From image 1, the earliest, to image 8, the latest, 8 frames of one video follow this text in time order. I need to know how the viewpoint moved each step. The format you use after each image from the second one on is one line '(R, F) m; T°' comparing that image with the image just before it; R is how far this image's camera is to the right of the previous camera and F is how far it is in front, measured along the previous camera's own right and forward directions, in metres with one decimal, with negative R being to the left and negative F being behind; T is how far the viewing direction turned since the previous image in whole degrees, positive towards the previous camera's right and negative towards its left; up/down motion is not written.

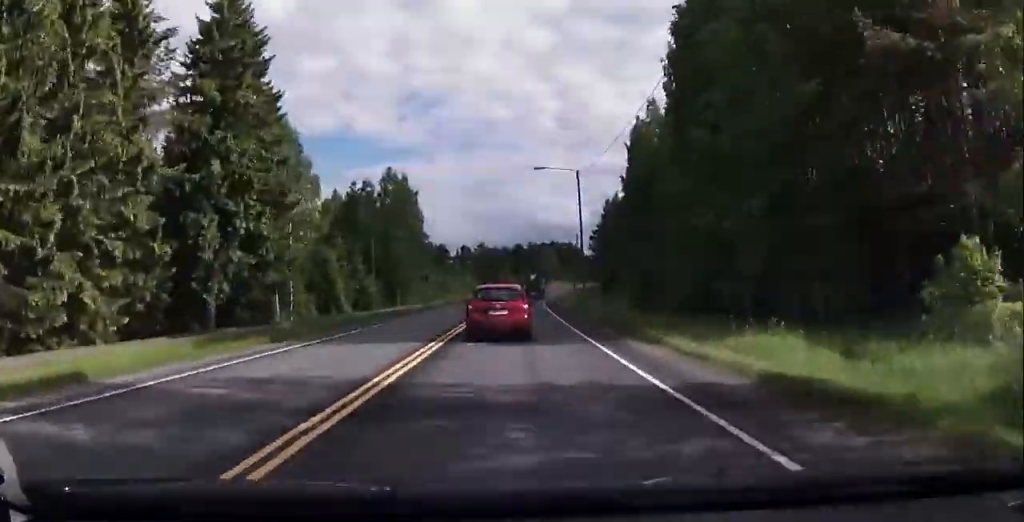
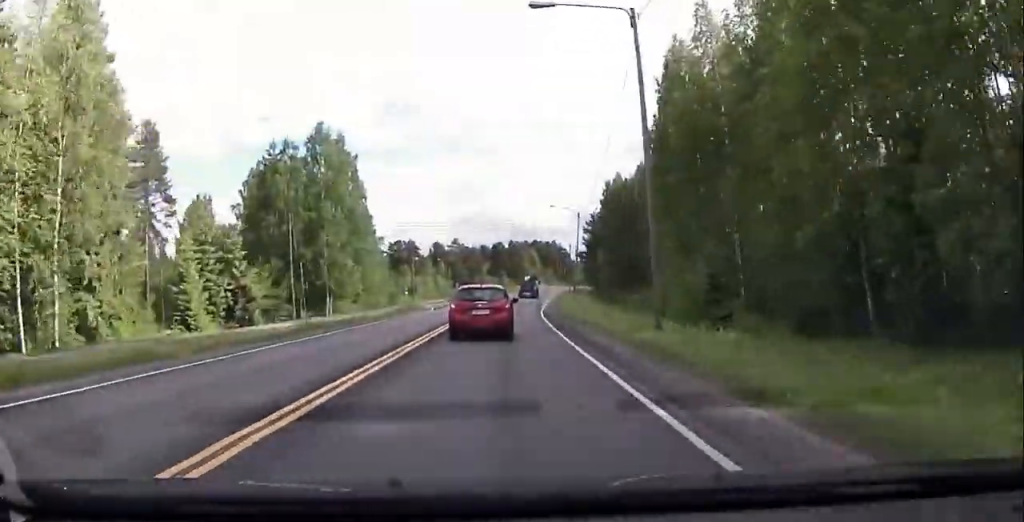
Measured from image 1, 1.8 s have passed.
(+0.1, +29.6) m; 0°
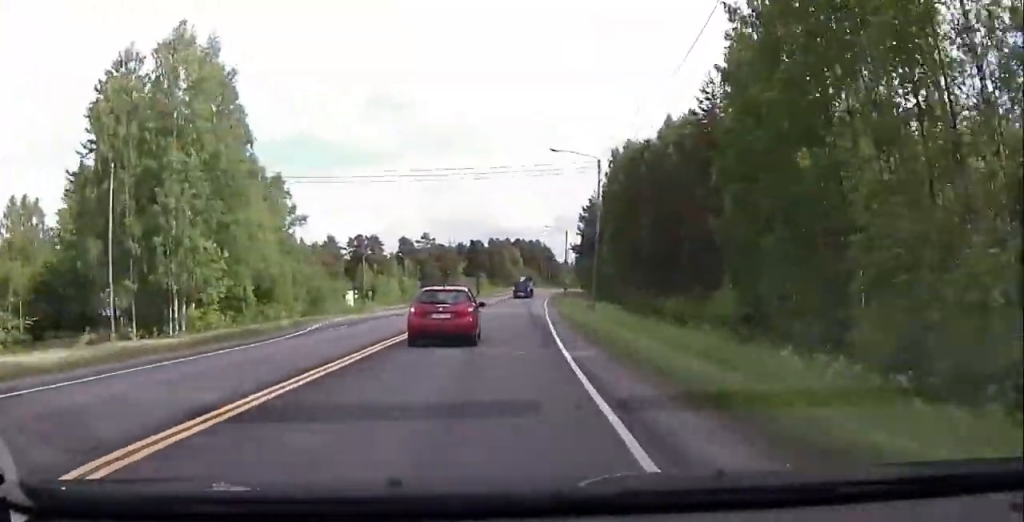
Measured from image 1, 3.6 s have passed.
(-1.2, +30.3) m; +6°
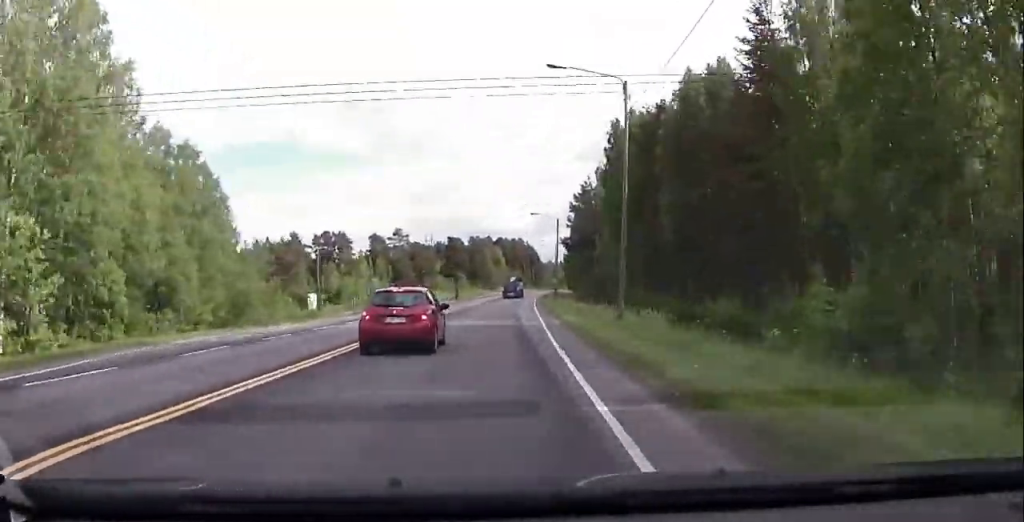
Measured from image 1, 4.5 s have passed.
(+2.2, +17.8) m; +4°
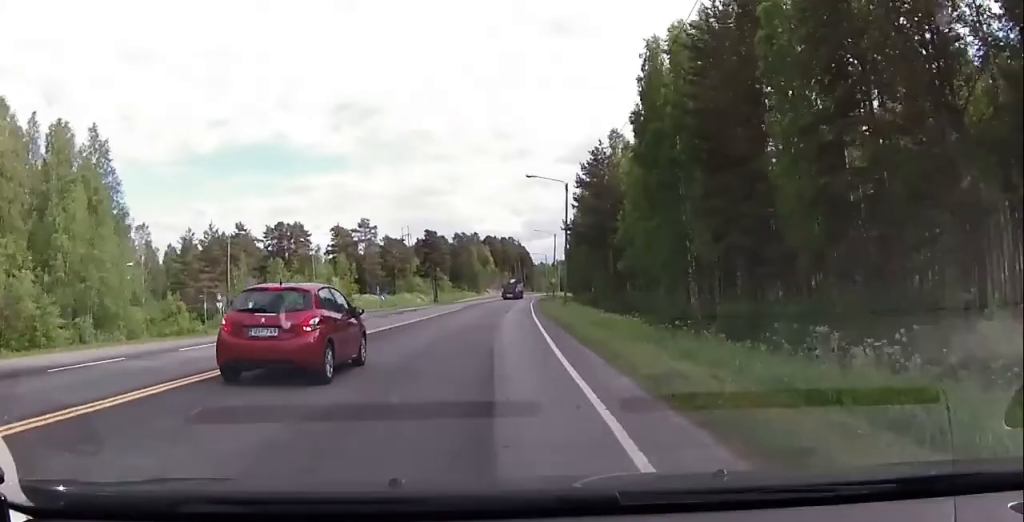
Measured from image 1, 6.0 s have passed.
(+1.8, +28.7) m; +1°
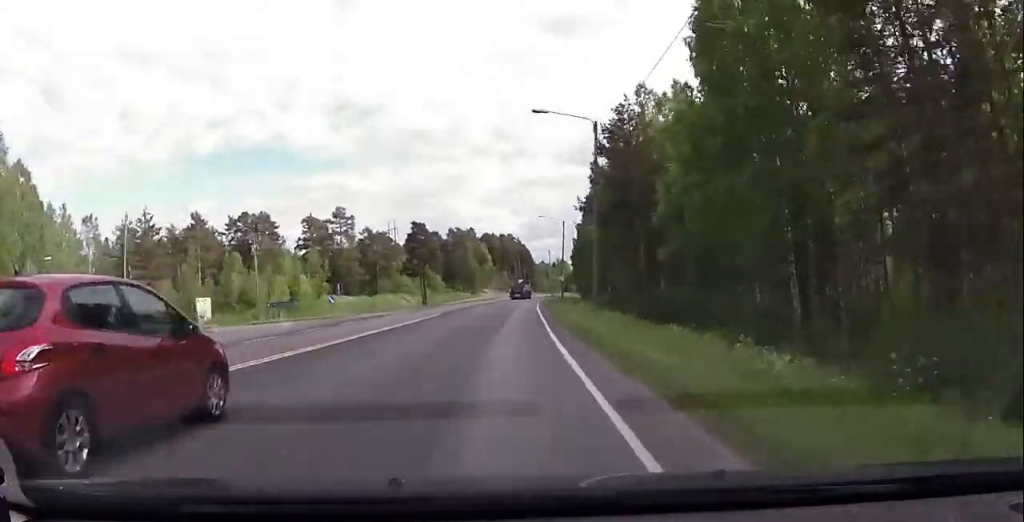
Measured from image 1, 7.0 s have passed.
(+1.0, +20.2) m; -4°
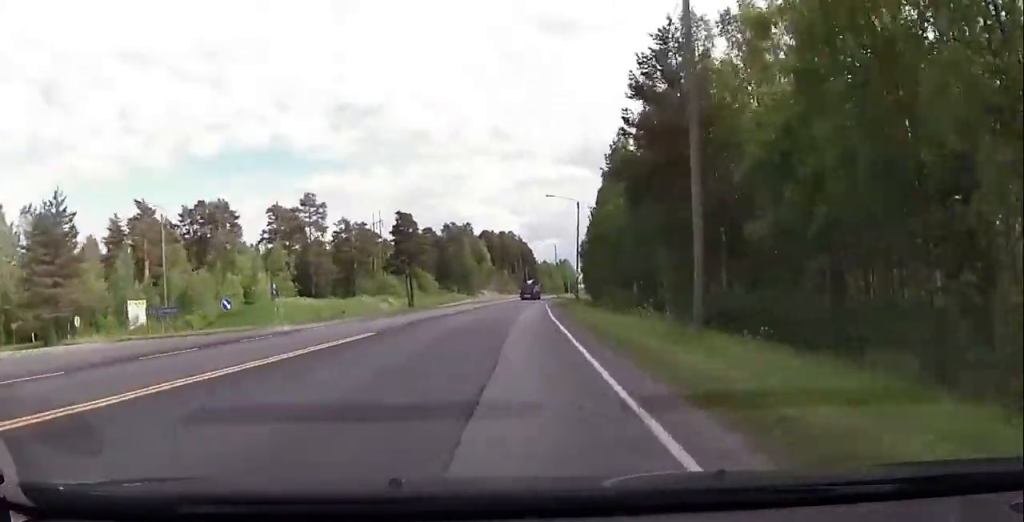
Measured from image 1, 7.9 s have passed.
(-1.0, +19.2) m; -2°
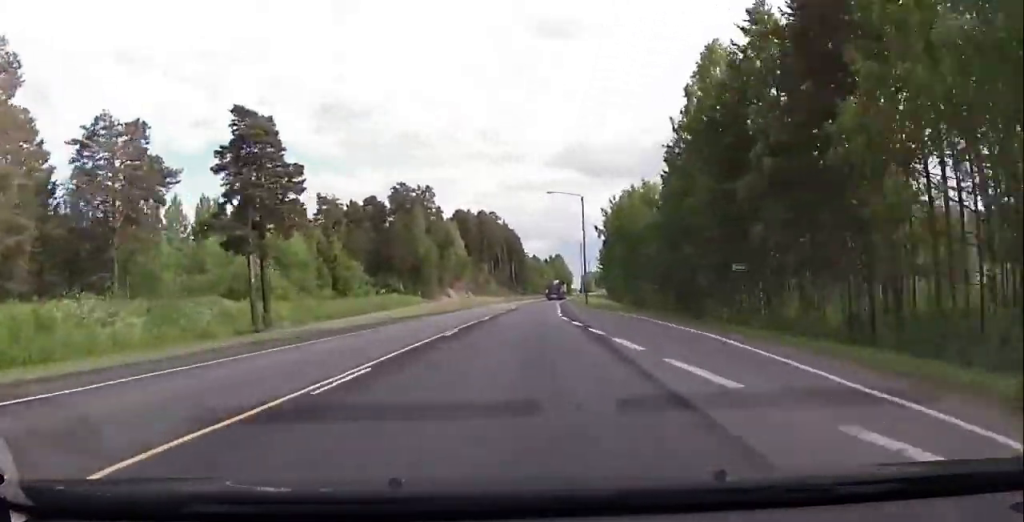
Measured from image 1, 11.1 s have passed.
(+0.4, +70.1) m; +6°
